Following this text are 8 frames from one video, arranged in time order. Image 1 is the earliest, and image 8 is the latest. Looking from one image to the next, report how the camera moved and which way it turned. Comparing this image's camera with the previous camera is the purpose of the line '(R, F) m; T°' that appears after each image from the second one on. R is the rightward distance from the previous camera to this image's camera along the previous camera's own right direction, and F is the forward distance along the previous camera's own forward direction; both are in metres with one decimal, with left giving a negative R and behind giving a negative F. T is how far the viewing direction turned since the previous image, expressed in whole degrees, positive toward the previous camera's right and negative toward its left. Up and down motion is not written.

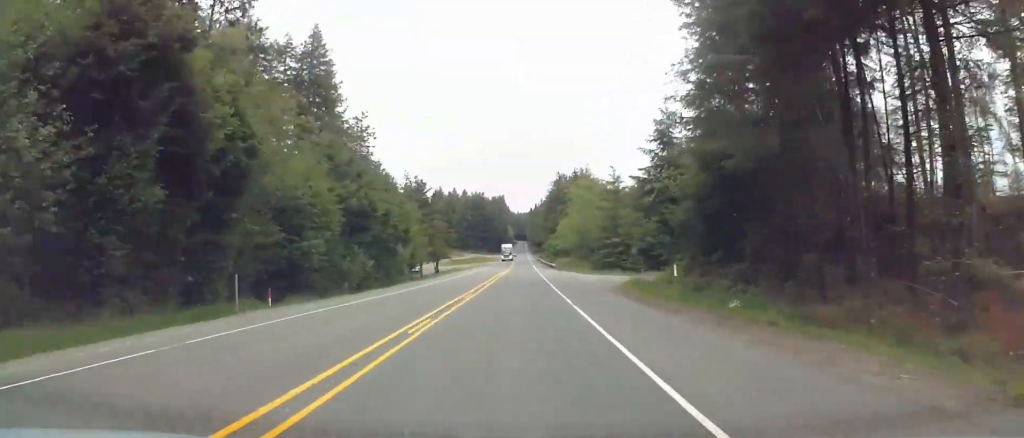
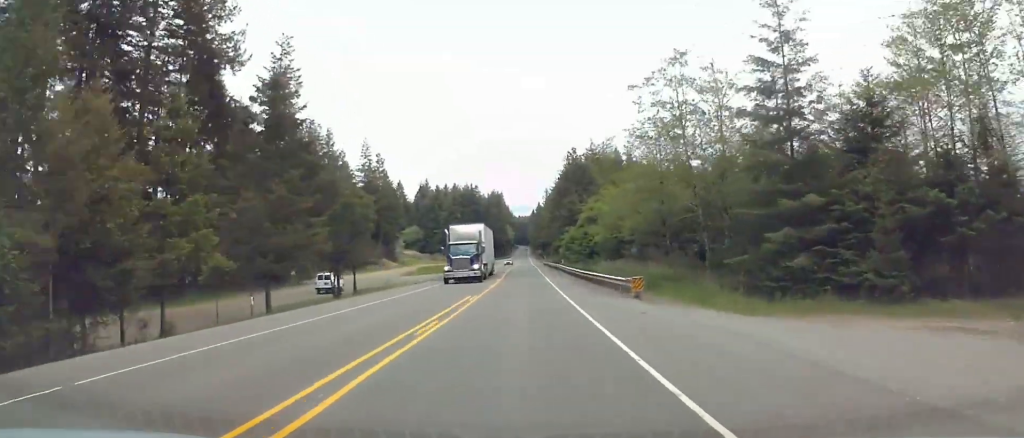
(+0.1, +60.2) m; 0°
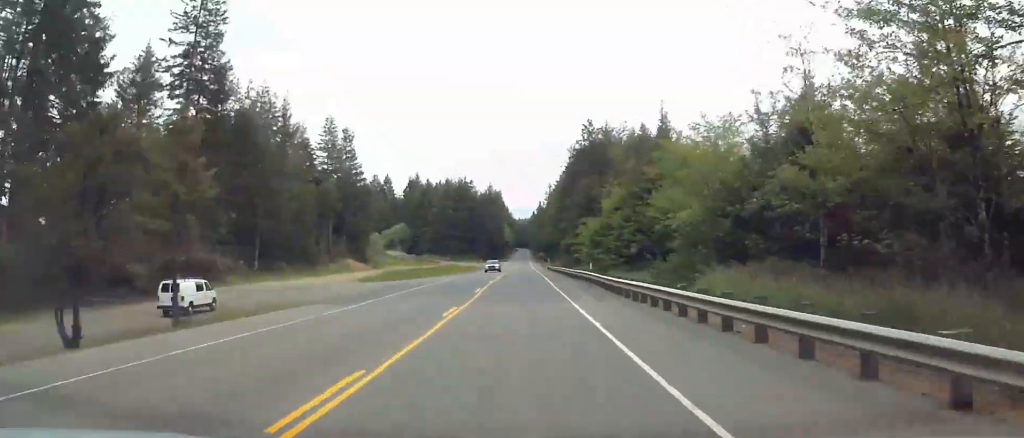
(0.0, +32.2) m; 0°
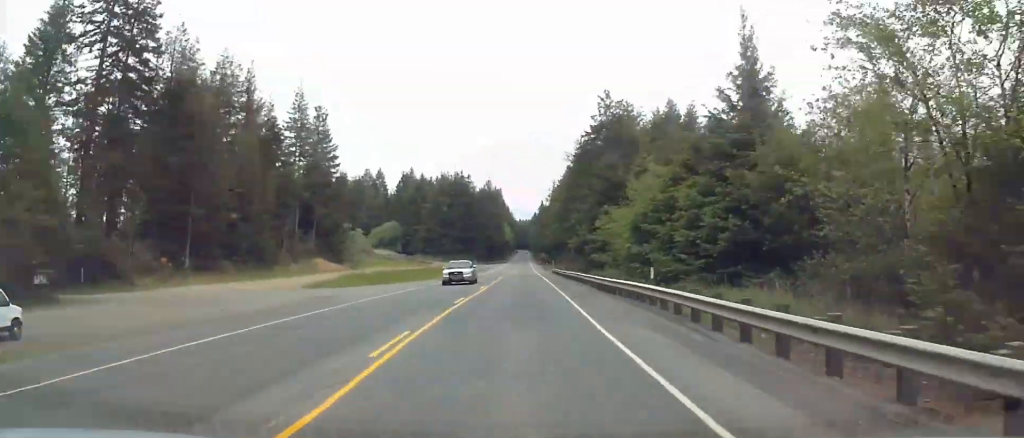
(0.0, +20.2) m; 0°
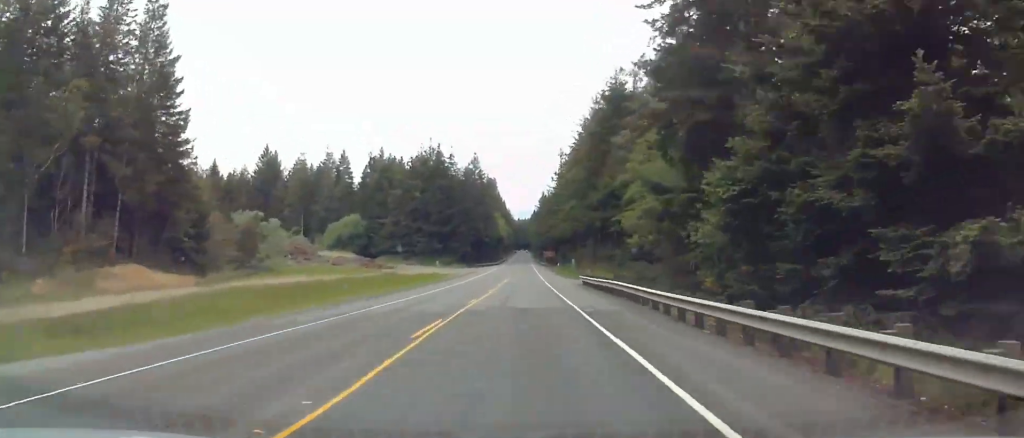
(-0.2, +57.8) m; 0°
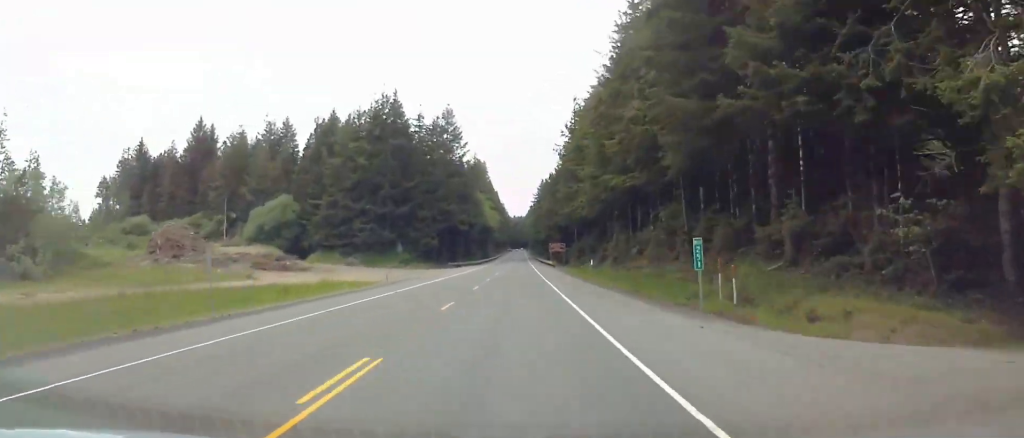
(0.0, +57.2) m; 0°
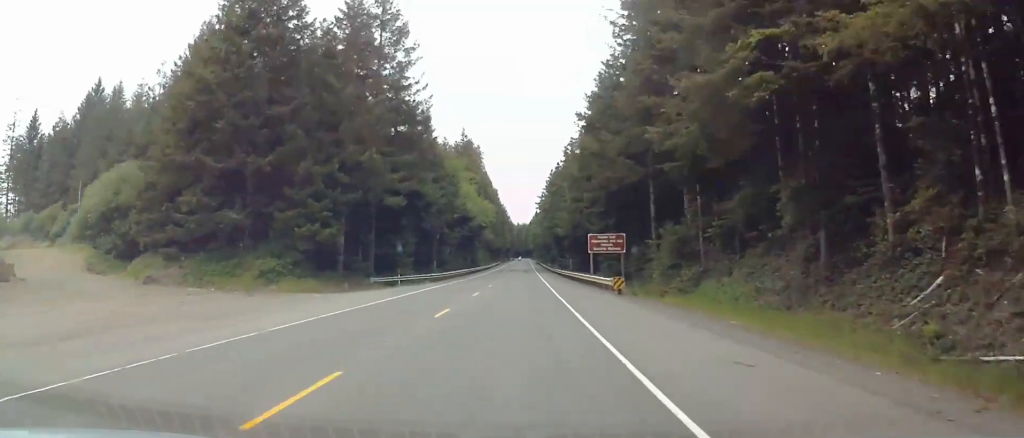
(0.0, +62.4) m; 0°
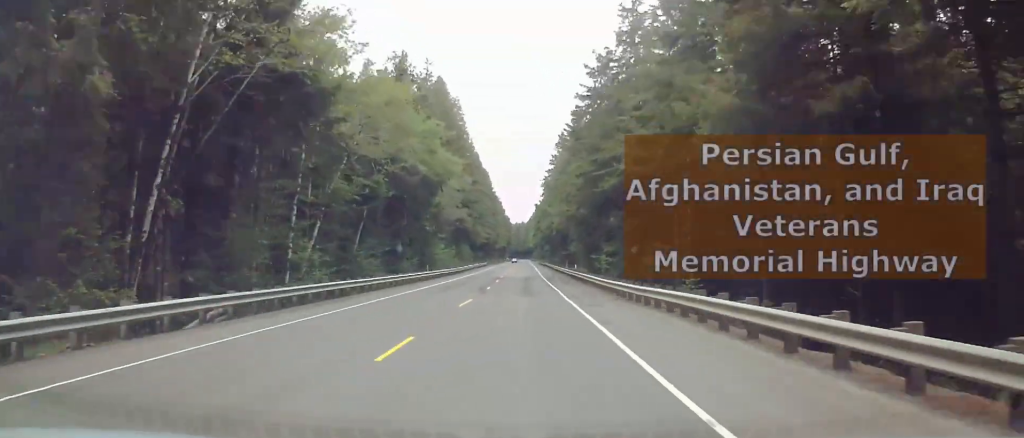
(-0.1, +68.3) m; 0°
